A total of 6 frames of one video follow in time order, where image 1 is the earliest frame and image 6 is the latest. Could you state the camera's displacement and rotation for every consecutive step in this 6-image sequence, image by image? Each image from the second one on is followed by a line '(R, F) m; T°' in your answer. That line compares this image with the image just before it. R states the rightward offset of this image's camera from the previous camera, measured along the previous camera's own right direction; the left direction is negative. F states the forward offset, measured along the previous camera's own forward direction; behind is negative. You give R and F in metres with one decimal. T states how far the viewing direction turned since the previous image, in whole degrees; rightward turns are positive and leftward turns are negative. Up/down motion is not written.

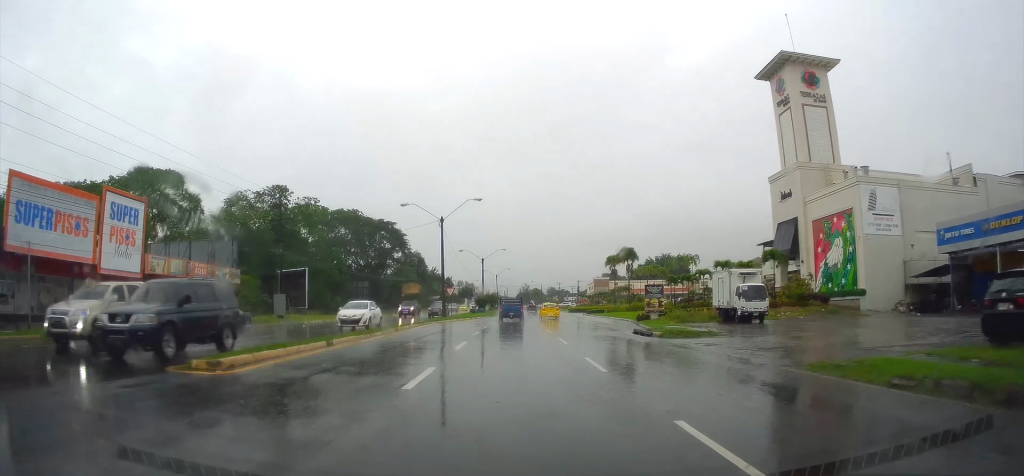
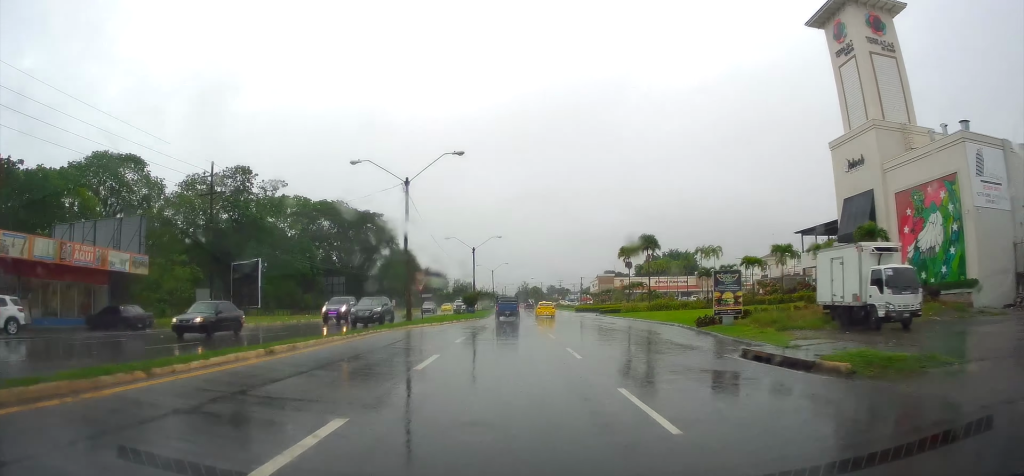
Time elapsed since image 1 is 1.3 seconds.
(-0.5, +12.7) m; -1°
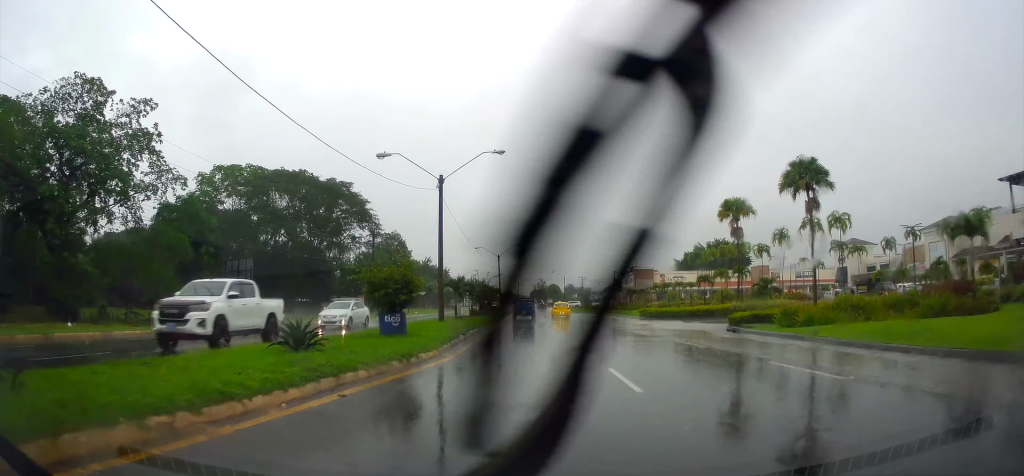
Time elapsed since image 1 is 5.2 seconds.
(-0.3, +37.8) m; +1°
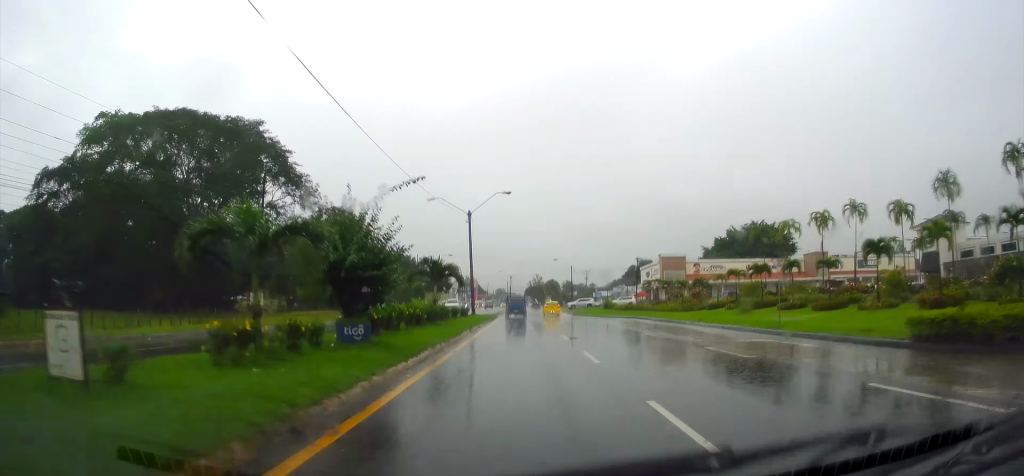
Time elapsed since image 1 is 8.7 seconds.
(+0.6, +35.8) m; -1°
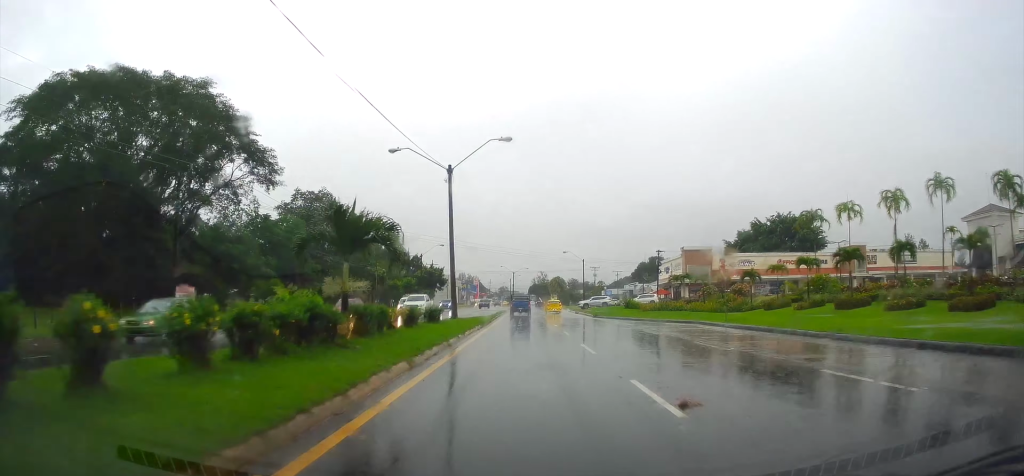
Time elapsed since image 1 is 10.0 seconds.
(-0.5, +14.1) m; -1°
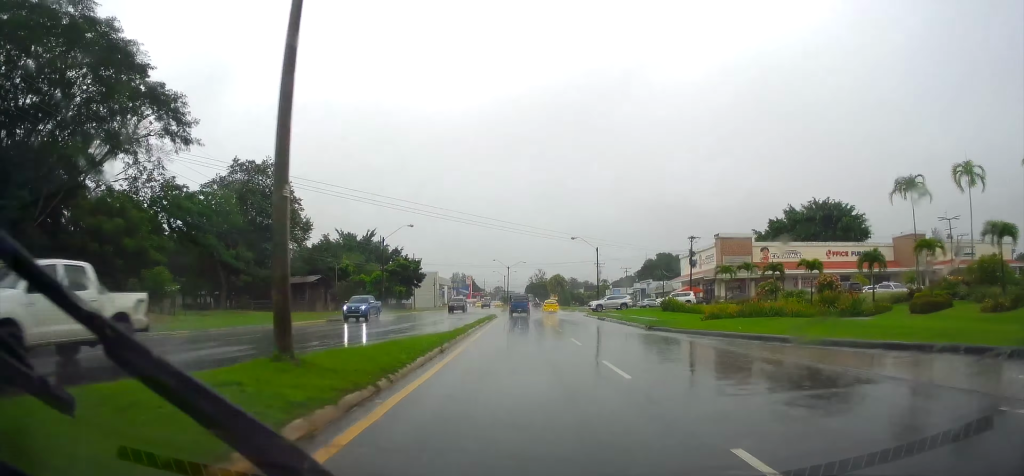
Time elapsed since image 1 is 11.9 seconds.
(+0.3, +20.9) m; +2°
